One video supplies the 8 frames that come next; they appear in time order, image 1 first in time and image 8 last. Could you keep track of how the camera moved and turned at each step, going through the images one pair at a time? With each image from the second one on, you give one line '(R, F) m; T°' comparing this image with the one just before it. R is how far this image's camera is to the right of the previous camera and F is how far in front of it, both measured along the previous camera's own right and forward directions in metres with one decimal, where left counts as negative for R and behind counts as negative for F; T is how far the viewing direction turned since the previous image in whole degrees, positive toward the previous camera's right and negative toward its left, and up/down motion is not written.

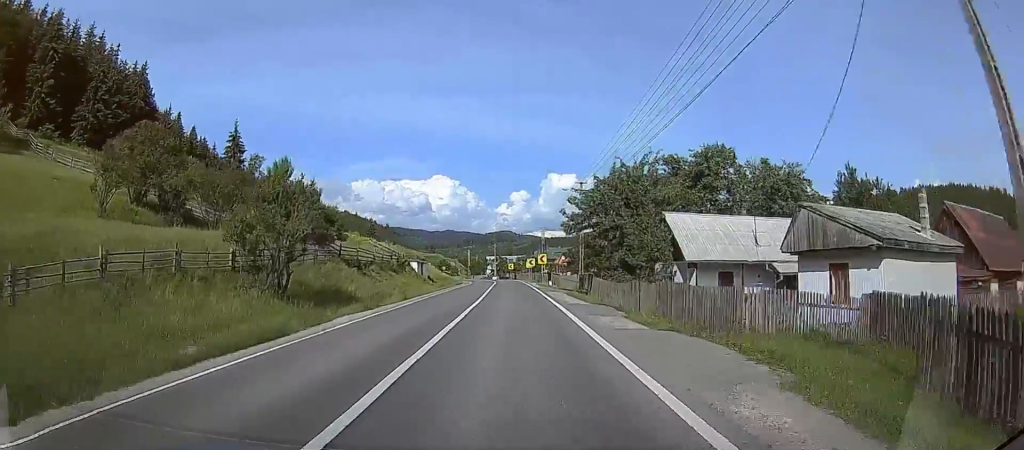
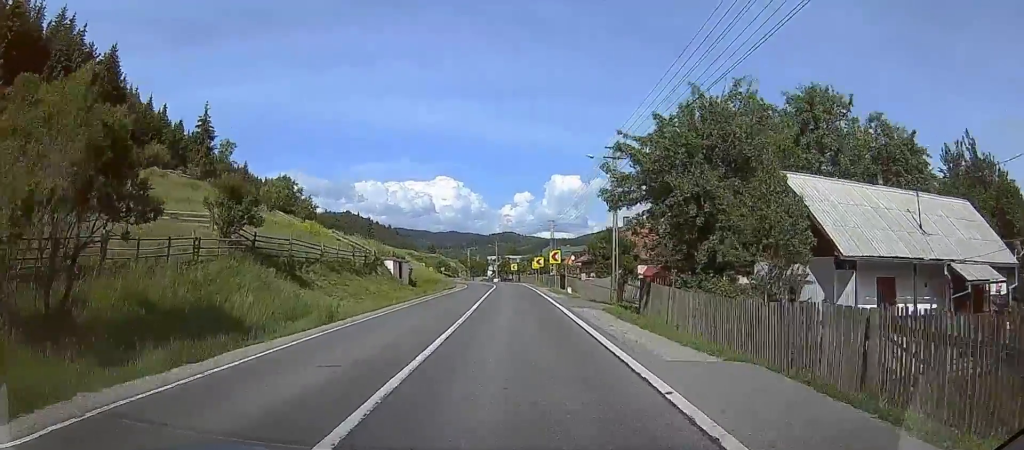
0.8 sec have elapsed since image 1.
(+0.3, +12.8) m; +1°
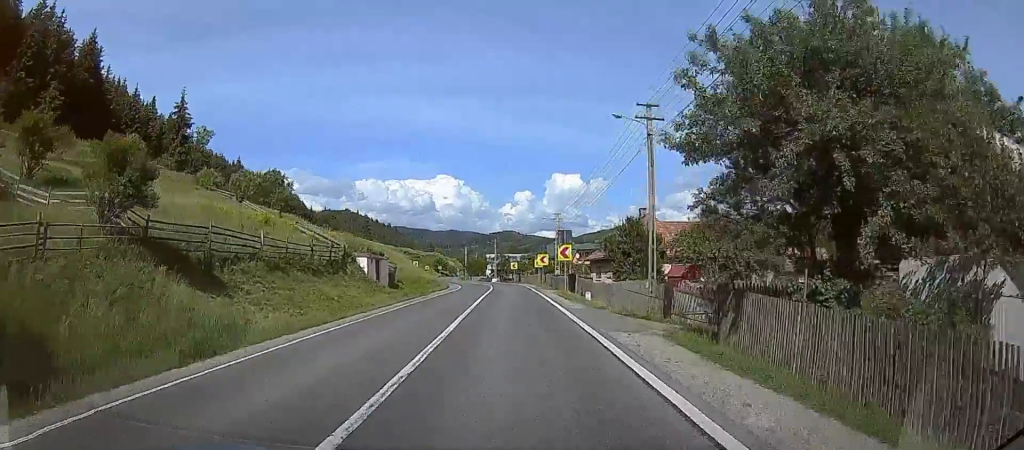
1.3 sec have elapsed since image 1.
(0.0, +7.9) m; +1°
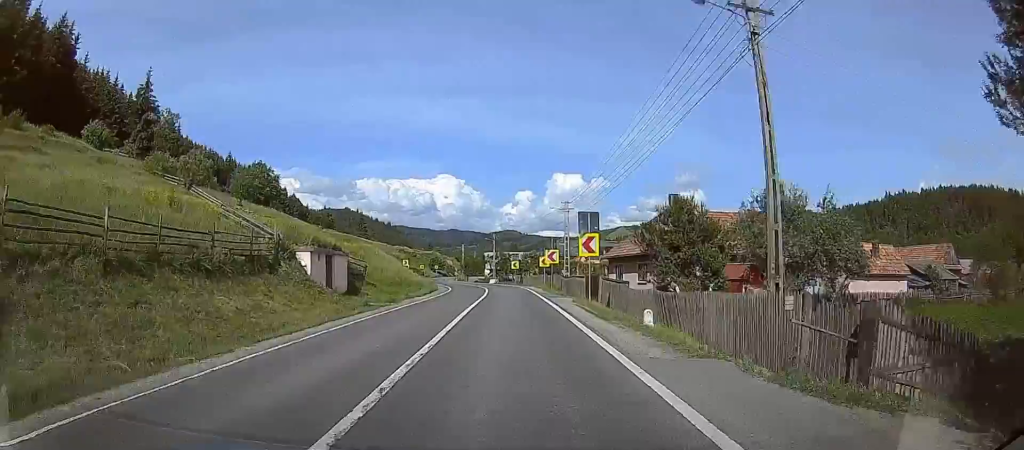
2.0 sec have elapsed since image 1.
(-0.1, +10.4) m; +1°
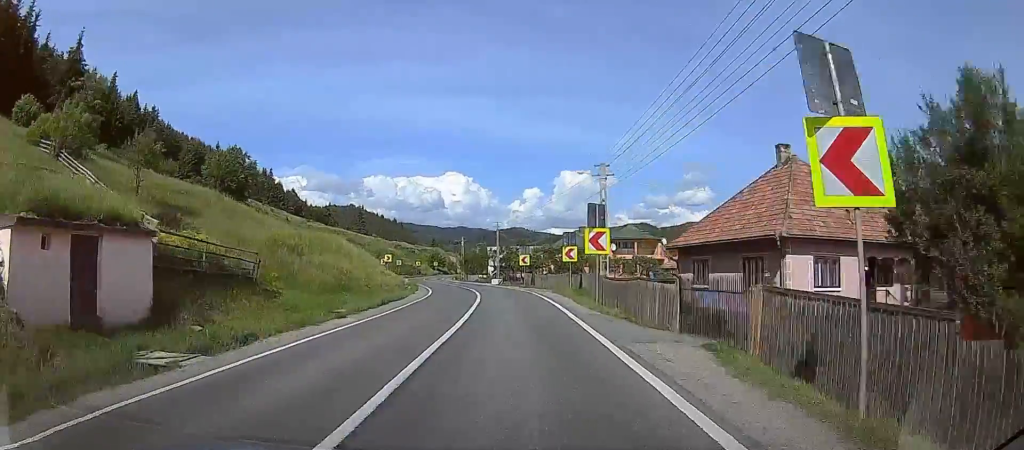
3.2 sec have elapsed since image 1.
(-0.1, +18.2) m; -4°
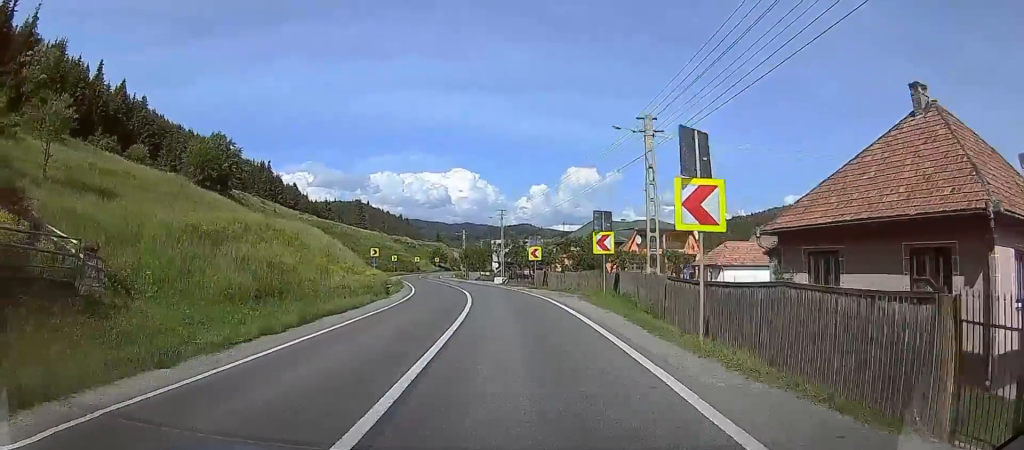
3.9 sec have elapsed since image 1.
(-0.8, +10.6) m; -2°
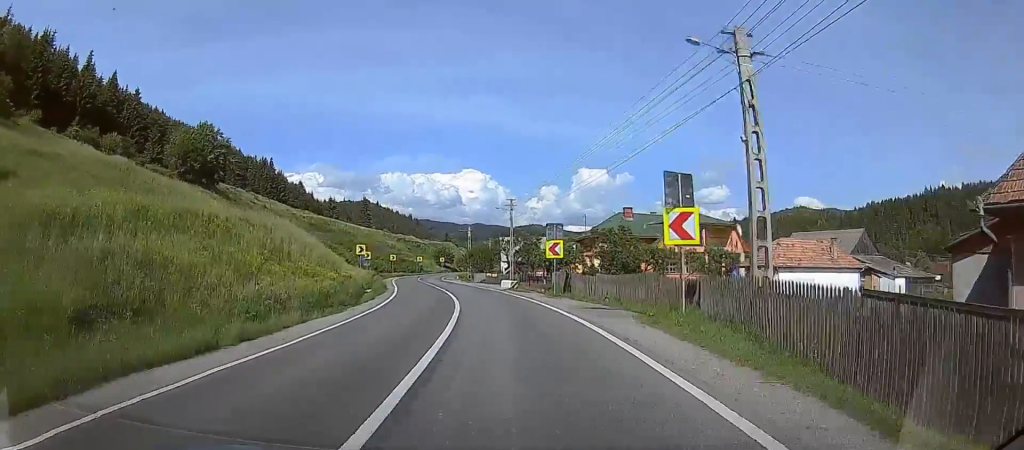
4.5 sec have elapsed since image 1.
(+0.3, +10.0) m; +1°
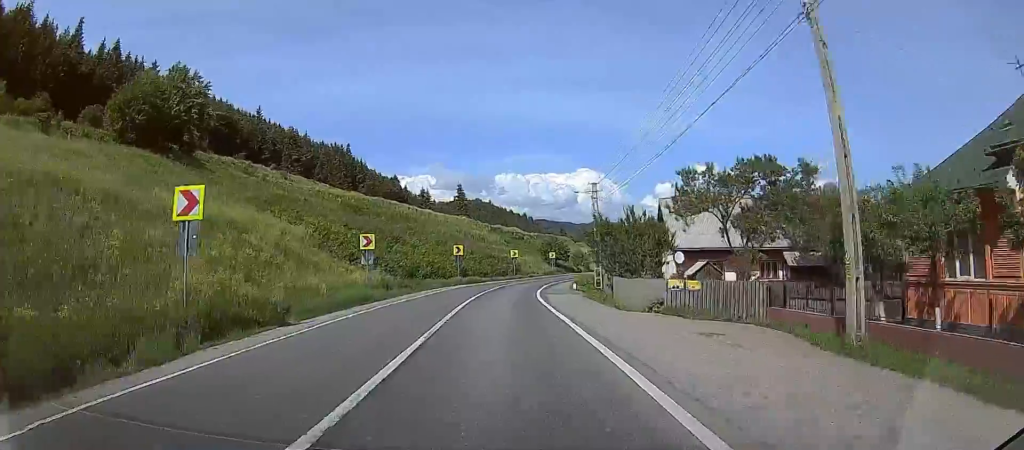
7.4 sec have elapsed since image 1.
(-2.9, +41.5) m; -11°
